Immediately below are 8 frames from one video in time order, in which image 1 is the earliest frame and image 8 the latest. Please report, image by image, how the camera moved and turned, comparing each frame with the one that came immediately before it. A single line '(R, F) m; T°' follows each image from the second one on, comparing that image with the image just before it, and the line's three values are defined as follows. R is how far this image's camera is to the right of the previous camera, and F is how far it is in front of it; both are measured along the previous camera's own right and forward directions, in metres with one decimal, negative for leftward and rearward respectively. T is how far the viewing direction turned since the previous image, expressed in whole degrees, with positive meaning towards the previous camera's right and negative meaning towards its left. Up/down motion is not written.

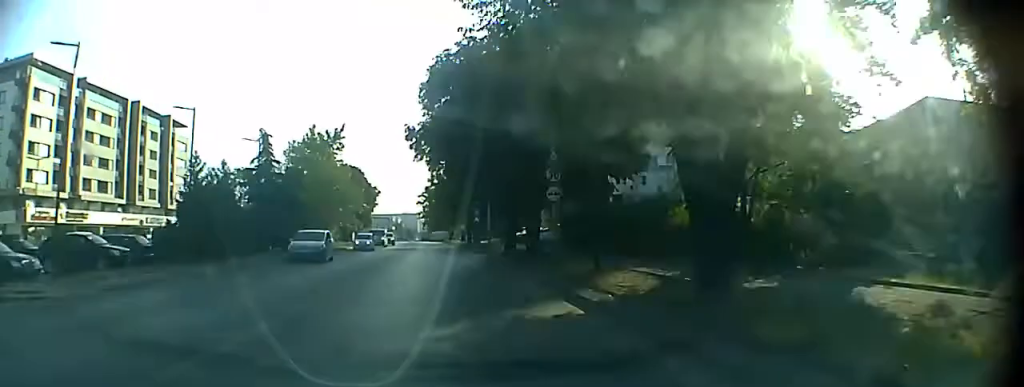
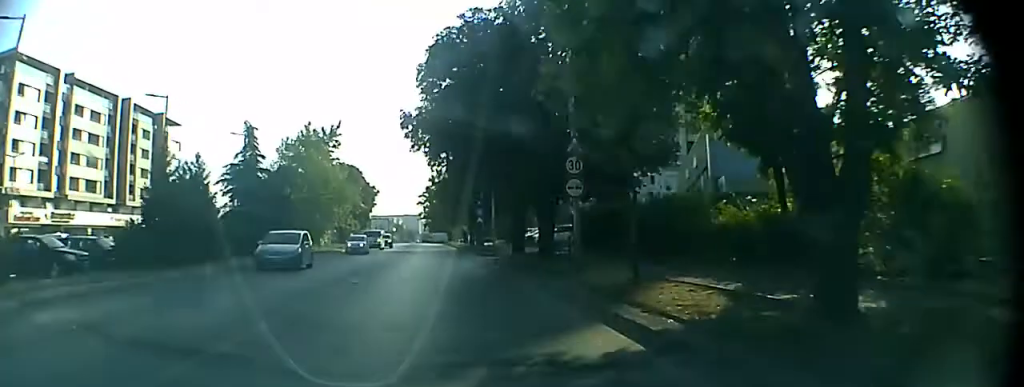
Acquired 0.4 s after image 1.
(0.0, +4.7) m; 0°
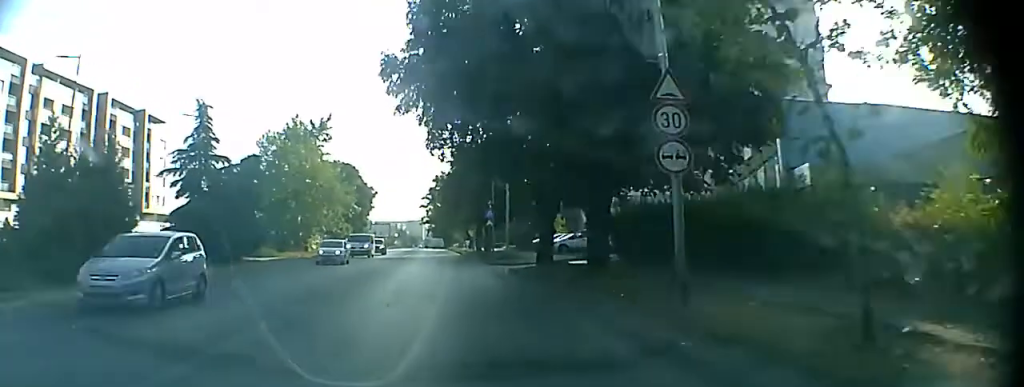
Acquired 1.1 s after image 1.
(-0.1, +8.2) m; 0°
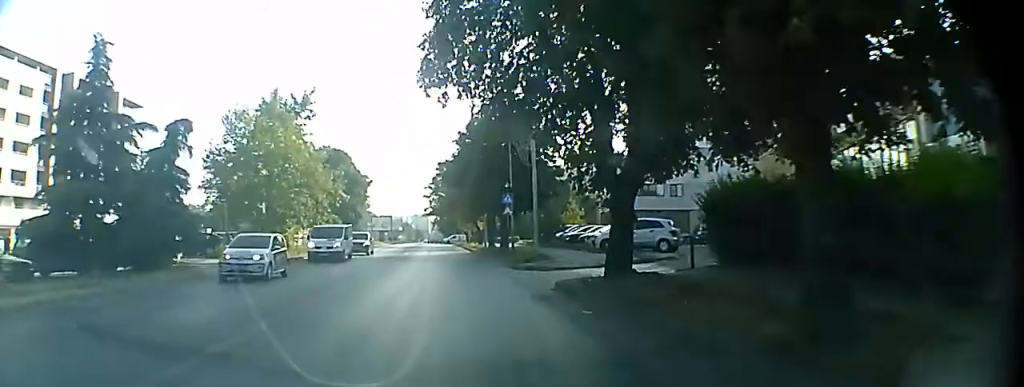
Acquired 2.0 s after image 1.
(0.0, +10.0) m; 0°
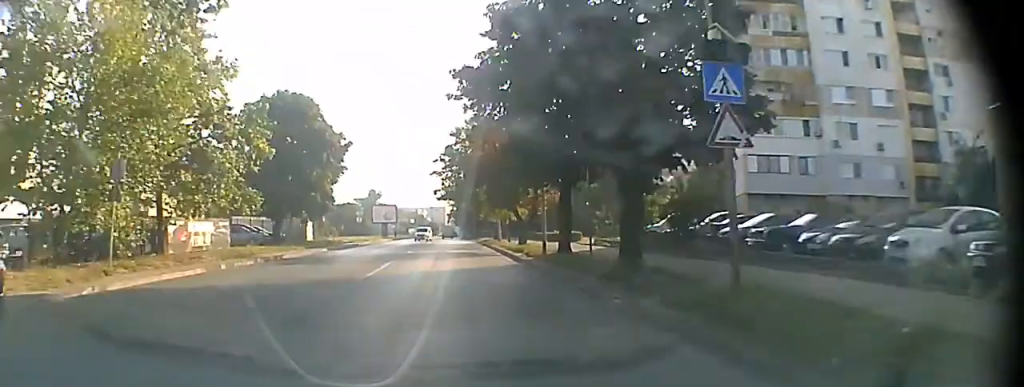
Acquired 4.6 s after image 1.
(+0.1, +25.7) m; 0°
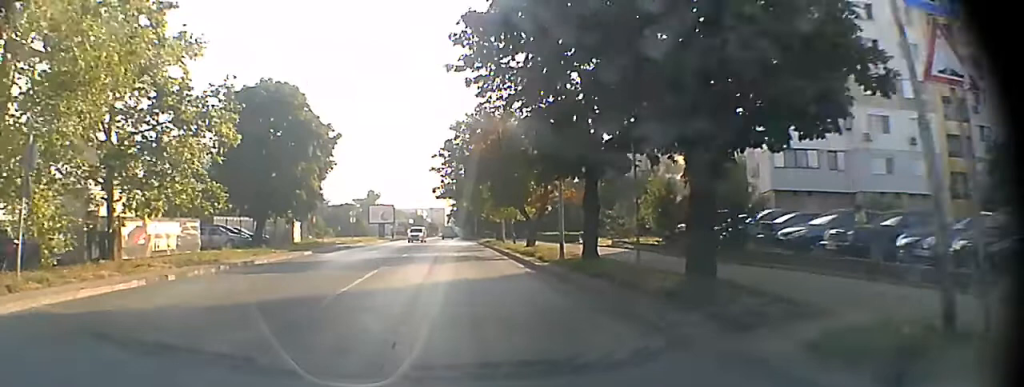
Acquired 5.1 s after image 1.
(0.0, +4.7) m; 0°
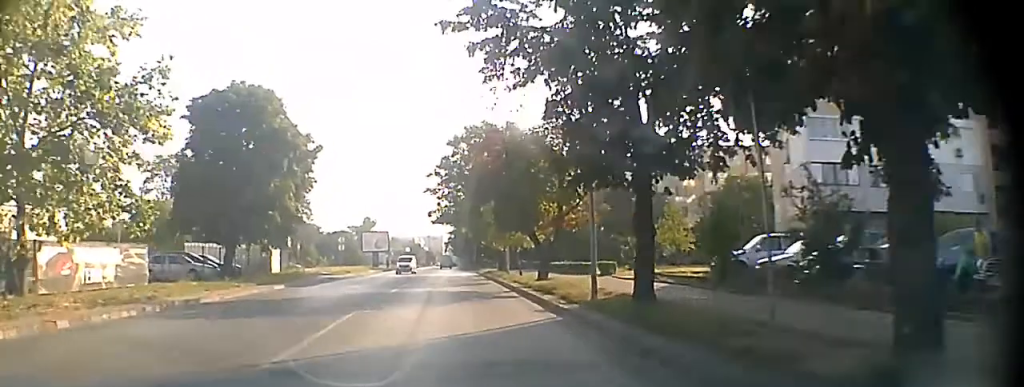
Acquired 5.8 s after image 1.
(0.0, +6.7) m; 0°
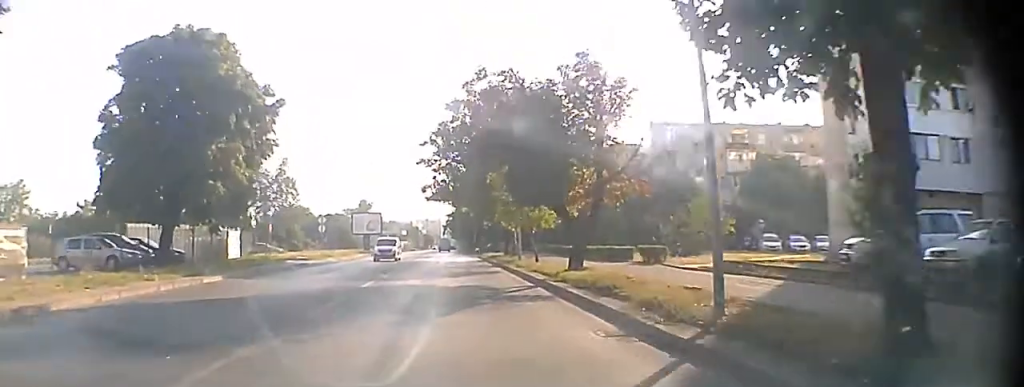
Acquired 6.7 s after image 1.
(0.0, +9.6) m; 0°
